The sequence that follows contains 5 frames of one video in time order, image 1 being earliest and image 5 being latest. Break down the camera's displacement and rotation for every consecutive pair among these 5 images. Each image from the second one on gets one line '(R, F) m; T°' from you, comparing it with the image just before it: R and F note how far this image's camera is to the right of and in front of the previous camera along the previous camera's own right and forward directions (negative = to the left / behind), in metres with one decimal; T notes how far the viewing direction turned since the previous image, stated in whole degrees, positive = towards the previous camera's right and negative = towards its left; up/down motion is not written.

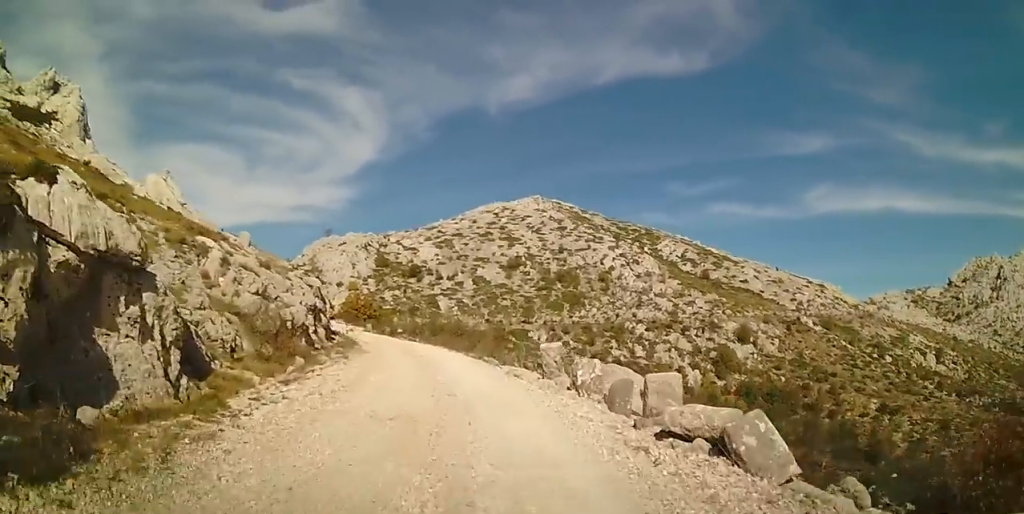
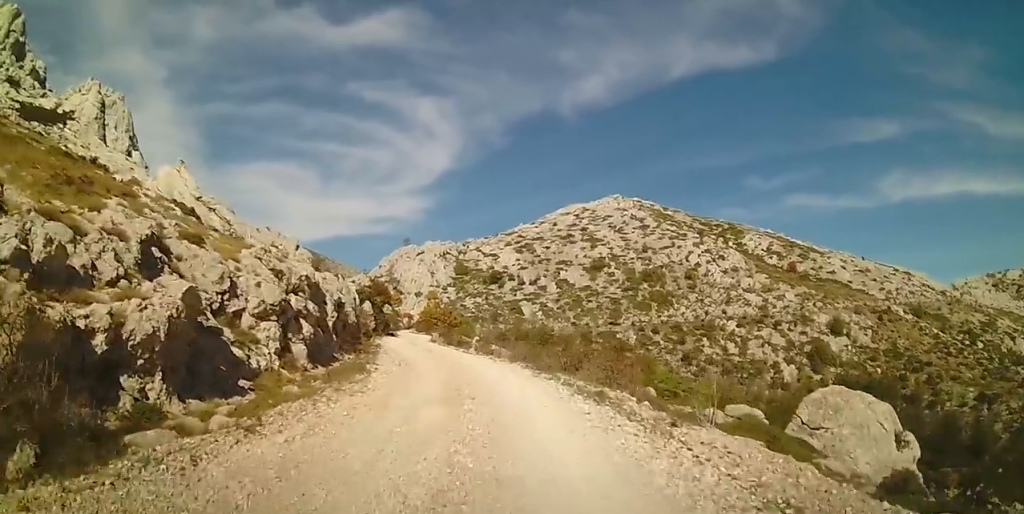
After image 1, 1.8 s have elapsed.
(-0.7, +10.5) m; -8°
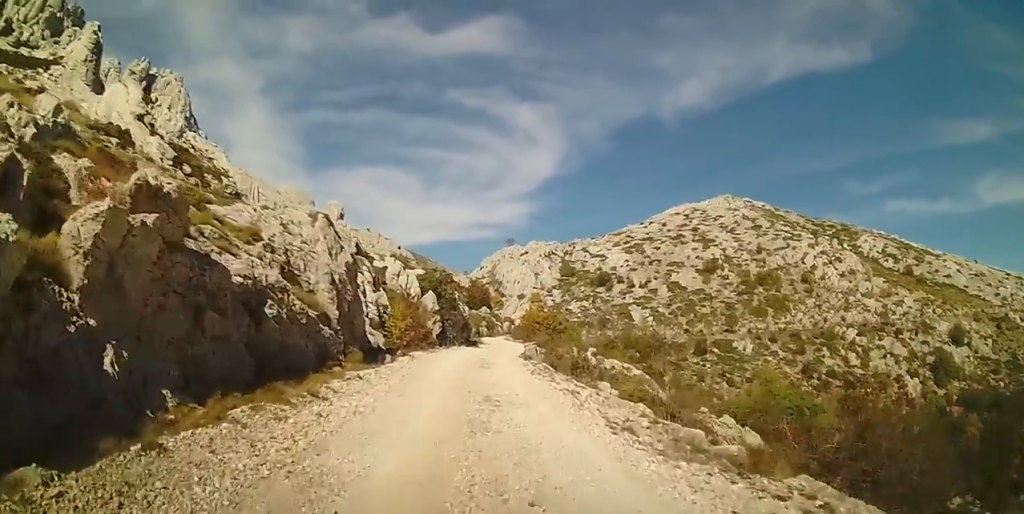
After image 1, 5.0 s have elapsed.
(-2.2, +19.7) m; -8°
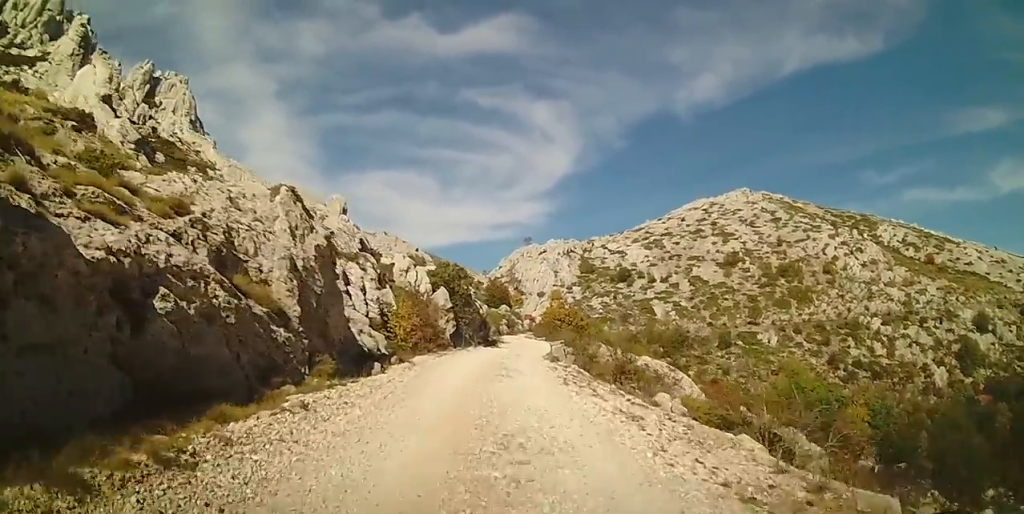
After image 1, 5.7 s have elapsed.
(0.0, +4.2) m; -2°
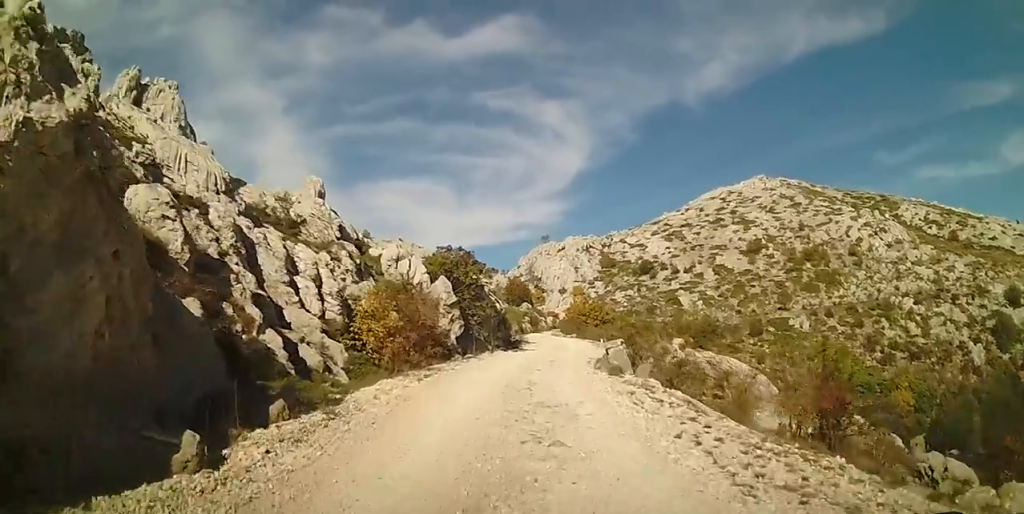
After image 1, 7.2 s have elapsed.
(-0.5, +9.3) m; -5°
